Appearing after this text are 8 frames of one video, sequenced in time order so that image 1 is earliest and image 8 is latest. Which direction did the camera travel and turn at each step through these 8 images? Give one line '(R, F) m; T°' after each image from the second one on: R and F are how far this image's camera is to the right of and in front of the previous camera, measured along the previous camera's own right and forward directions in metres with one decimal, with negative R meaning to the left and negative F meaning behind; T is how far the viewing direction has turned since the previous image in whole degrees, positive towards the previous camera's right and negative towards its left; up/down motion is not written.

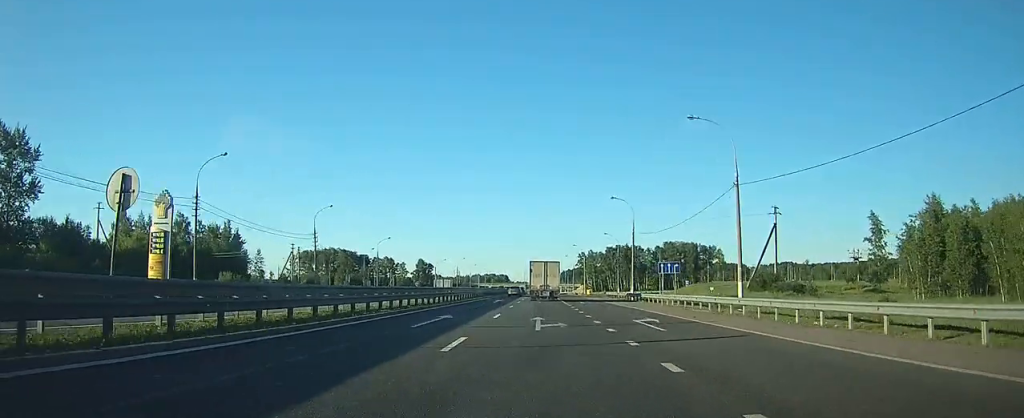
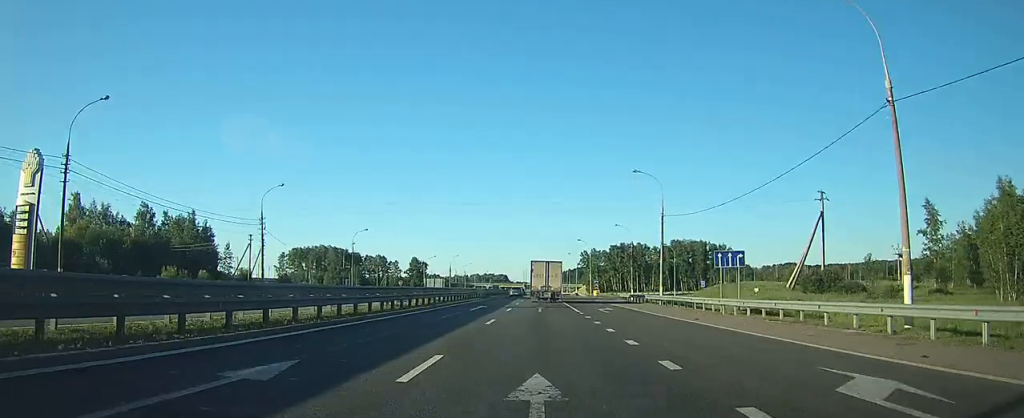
(0.0, +15.5) m; 0°
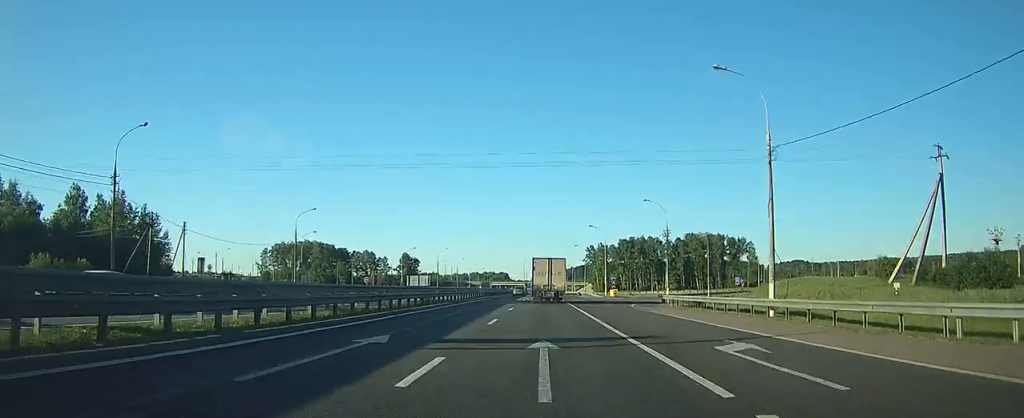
(0.0, +24.3) m; 0°
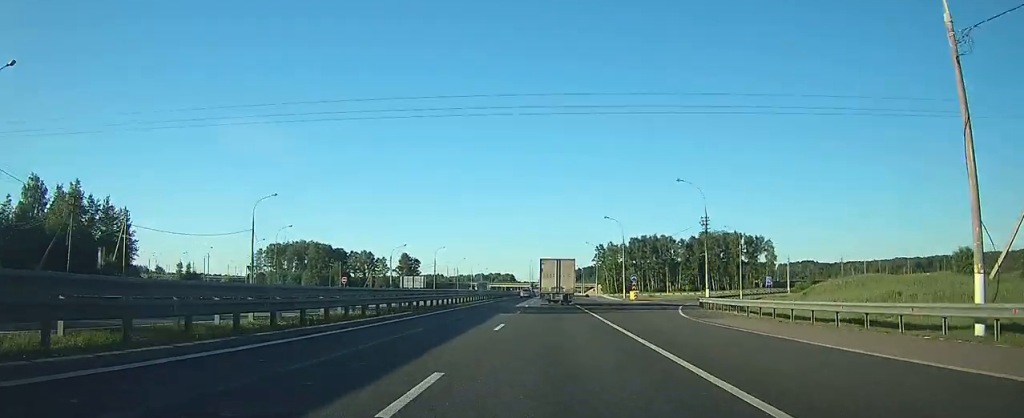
(0.0, +13.4) m; 0°
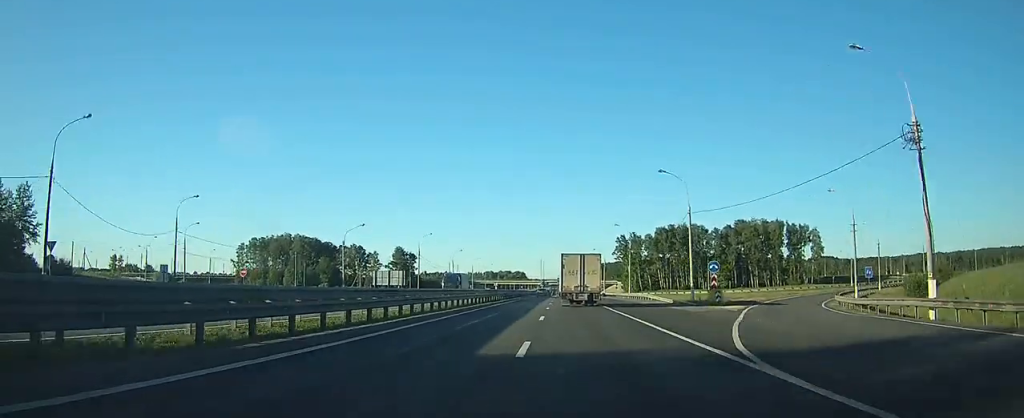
(-0.3, +30.7) m; -1°
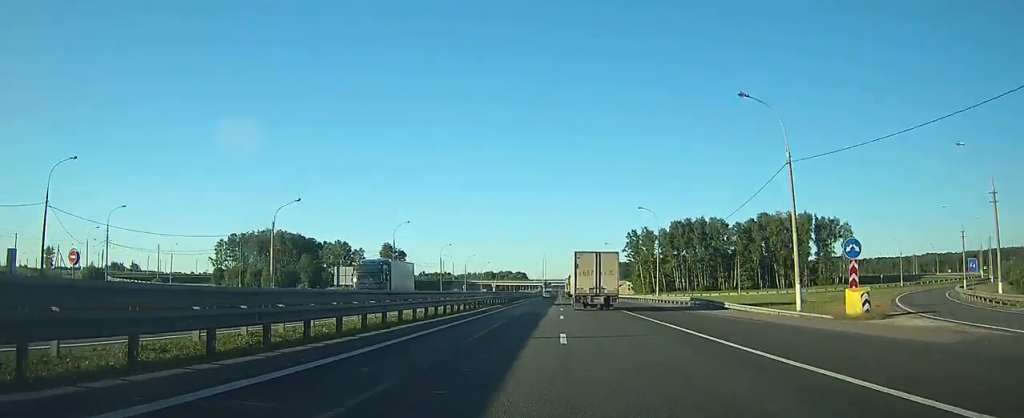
(-0.1, +20.5) m; 0°
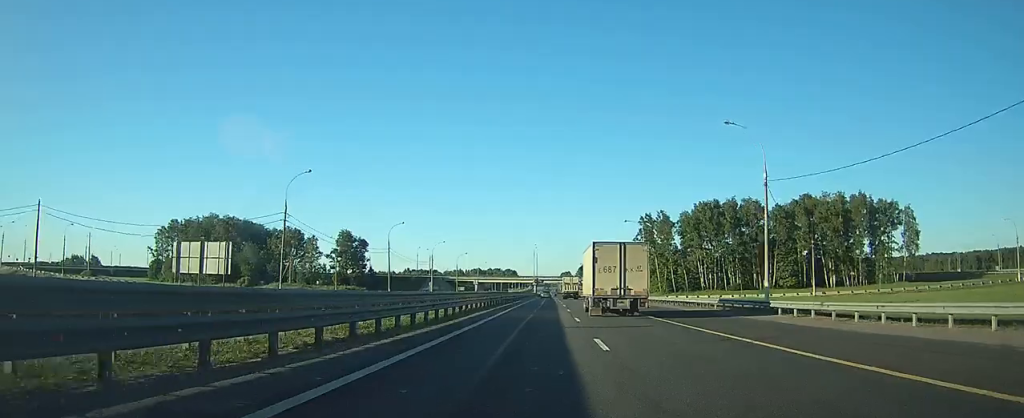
(+0.1, +37.0) m; 0°
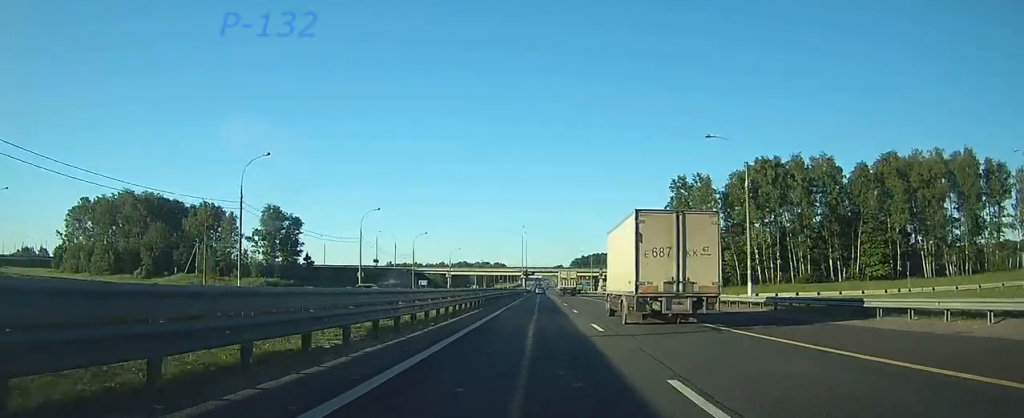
(+0.3, +43.2) m; +1°
